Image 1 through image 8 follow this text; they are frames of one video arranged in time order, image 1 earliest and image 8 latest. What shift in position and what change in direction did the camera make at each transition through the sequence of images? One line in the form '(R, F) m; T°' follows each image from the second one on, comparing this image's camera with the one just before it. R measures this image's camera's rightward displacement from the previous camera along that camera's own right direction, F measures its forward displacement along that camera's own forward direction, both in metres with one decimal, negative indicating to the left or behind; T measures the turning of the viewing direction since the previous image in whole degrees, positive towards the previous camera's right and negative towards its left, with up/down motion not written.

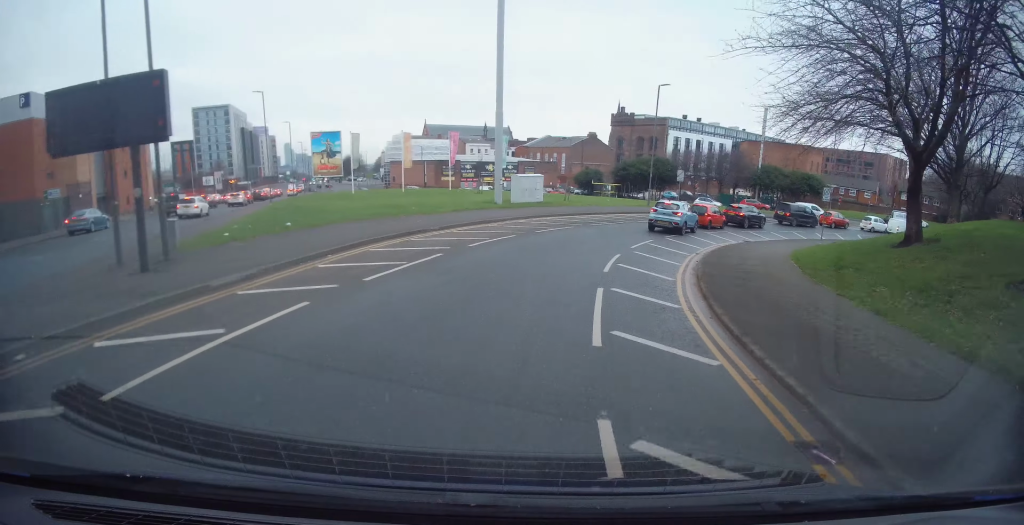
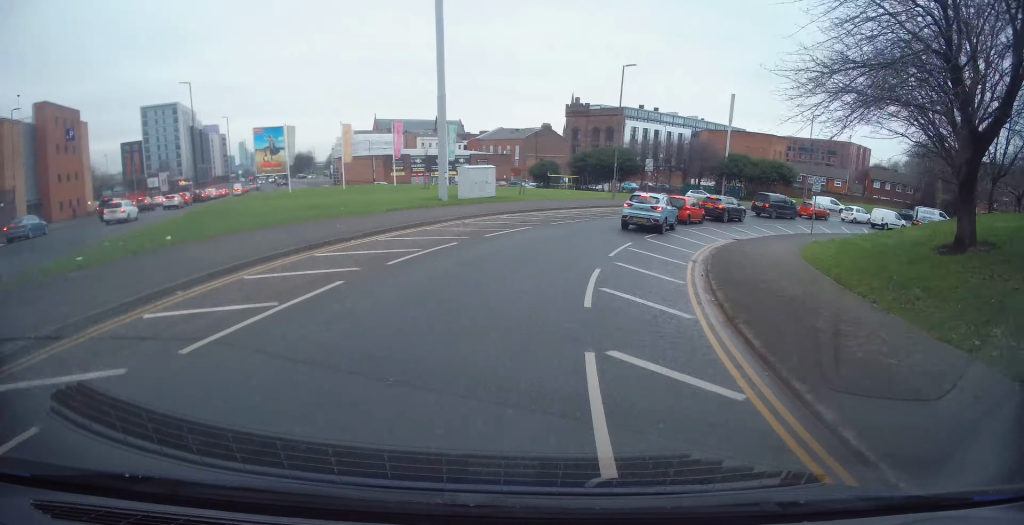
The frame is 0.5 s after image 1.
(+0.3, +4.9) m; +3°
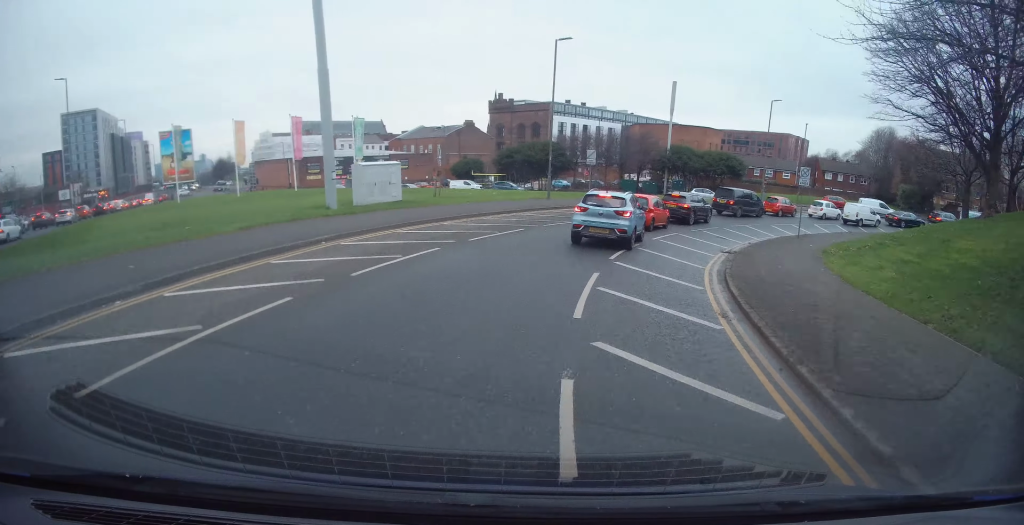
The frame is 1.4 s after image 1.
(+0.6, +8.4) m; +3°
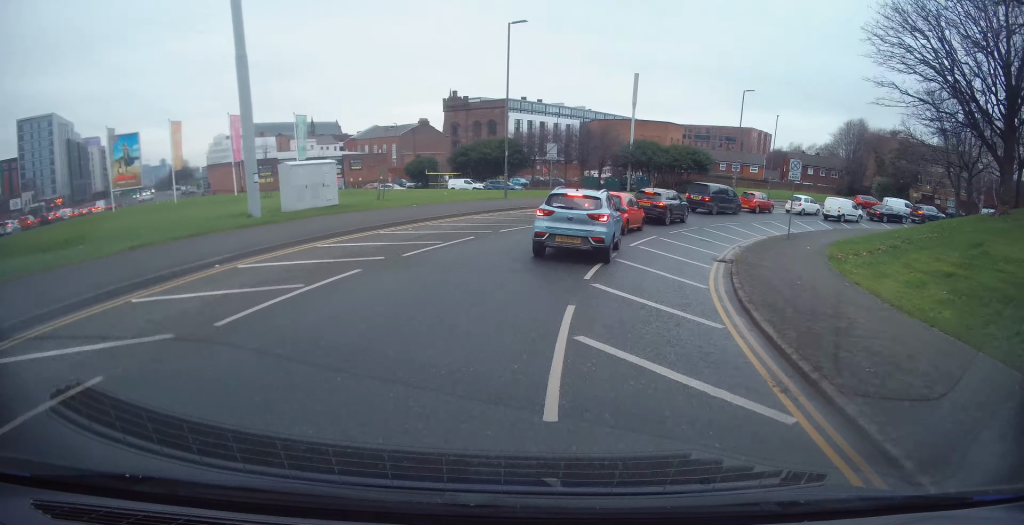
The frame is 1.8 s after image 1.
(-0.3, +4.2) m; +2°
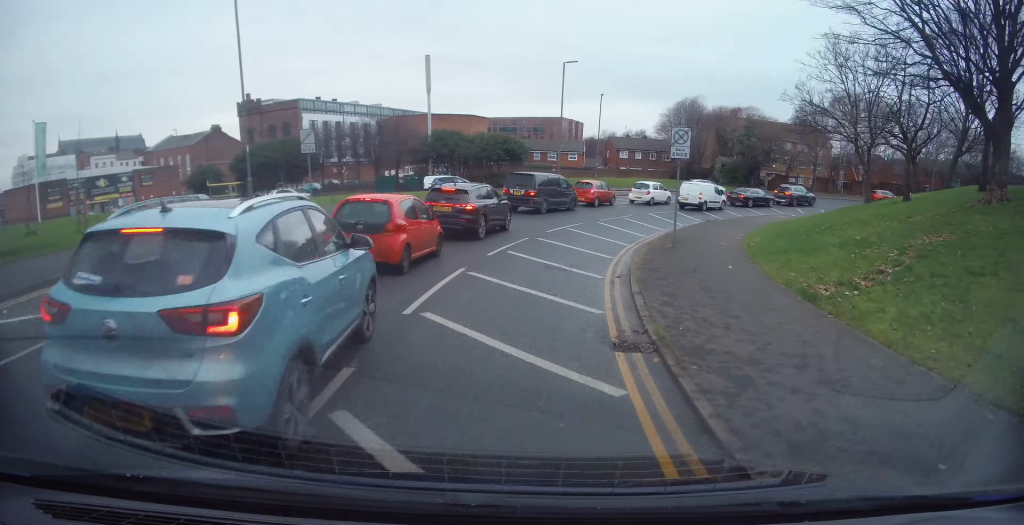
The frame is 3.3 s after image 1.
(+1.9, +10.8) m; +35°
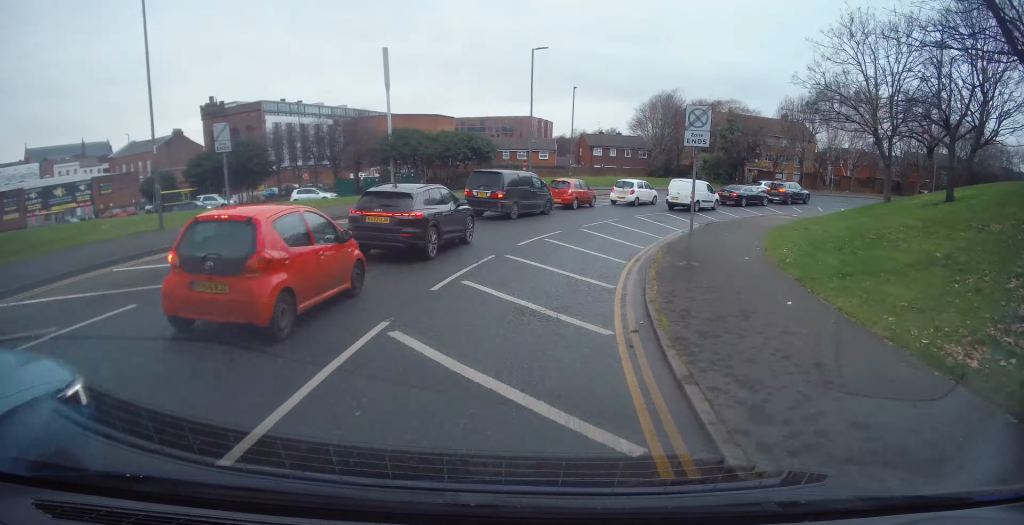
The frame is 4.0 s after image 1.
(+1.6, +4.5) m; +14°
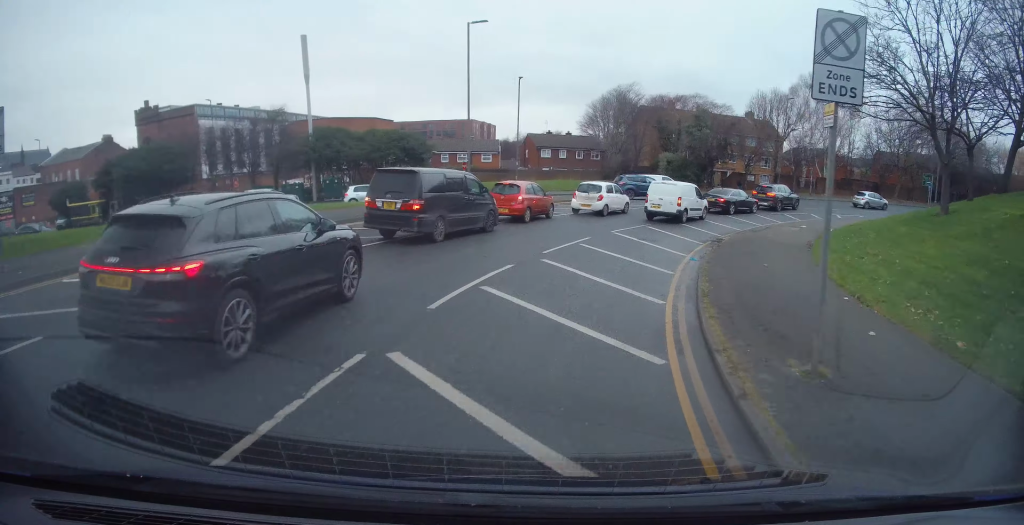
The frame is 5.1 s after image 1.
(+0.3, +7.8) m; +8°
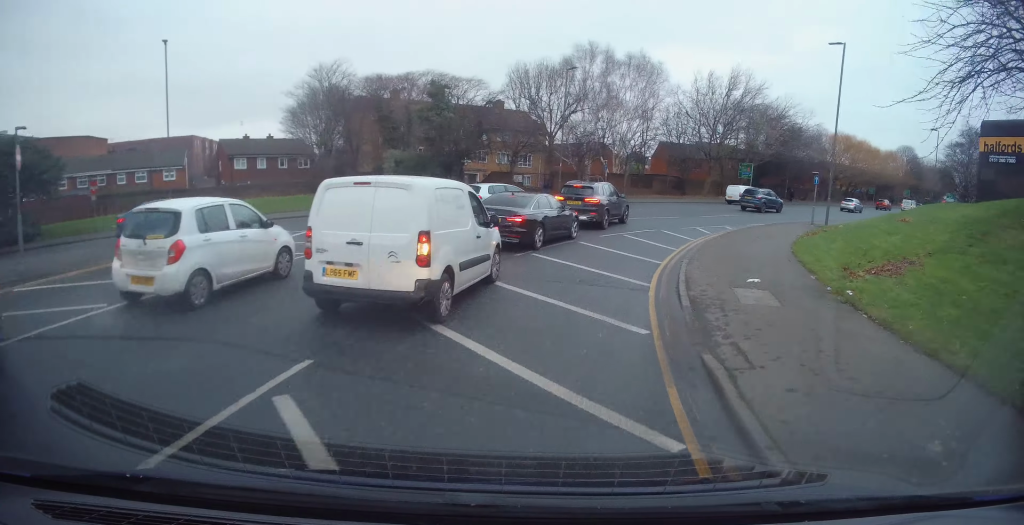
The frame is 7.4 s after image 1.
(+3.5, +16.7) m; +25°
